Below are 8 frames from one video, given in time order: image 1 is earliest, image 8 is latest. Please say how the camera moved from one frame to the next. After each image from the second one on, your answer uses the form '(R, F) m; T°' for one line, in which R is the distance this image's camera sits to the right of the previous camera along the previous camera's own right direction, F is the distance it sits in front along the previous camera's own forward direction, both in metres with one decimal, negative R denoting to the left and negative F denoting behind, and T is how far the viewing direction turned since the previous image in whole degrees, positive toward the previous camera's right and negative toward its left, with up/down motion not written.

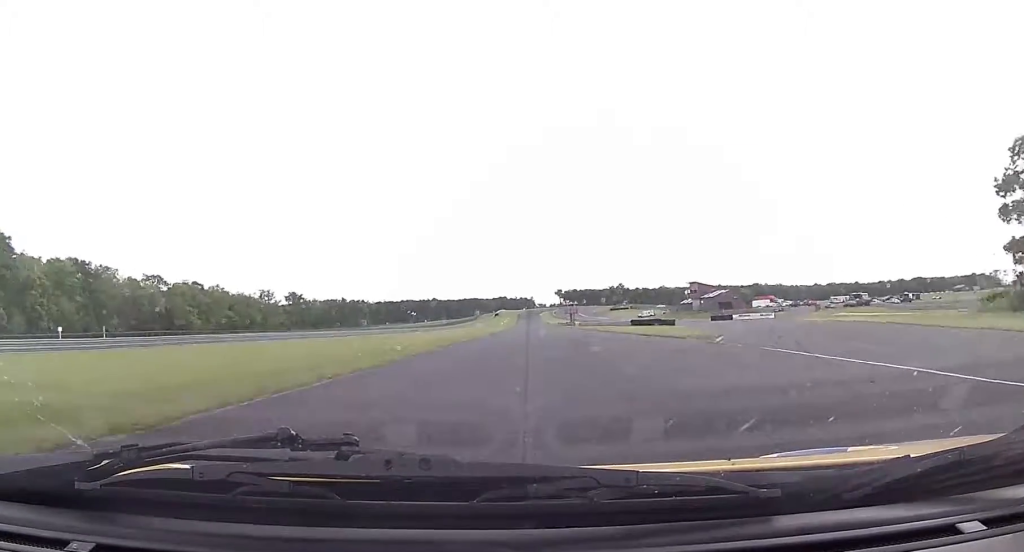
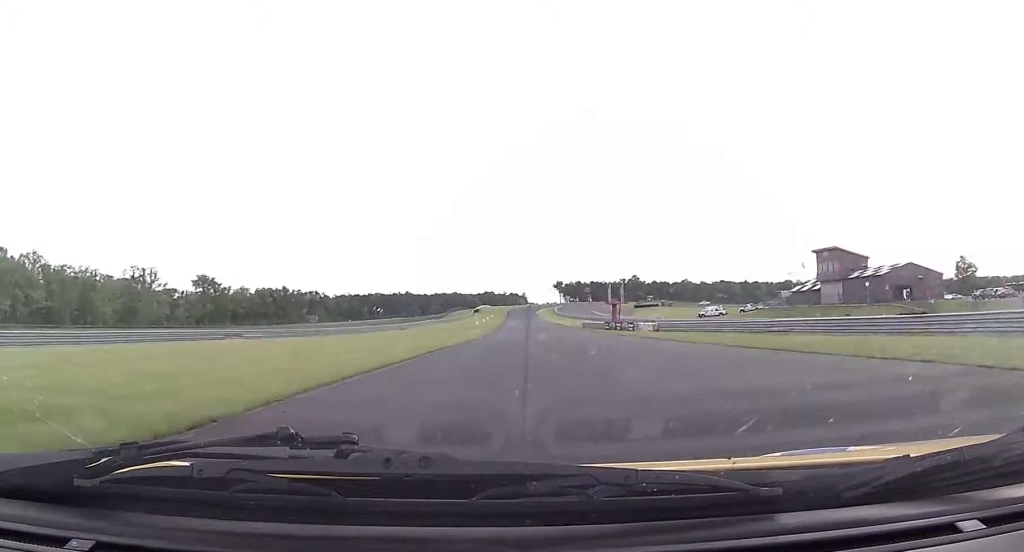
(+1.2, +104.7) m; +1°
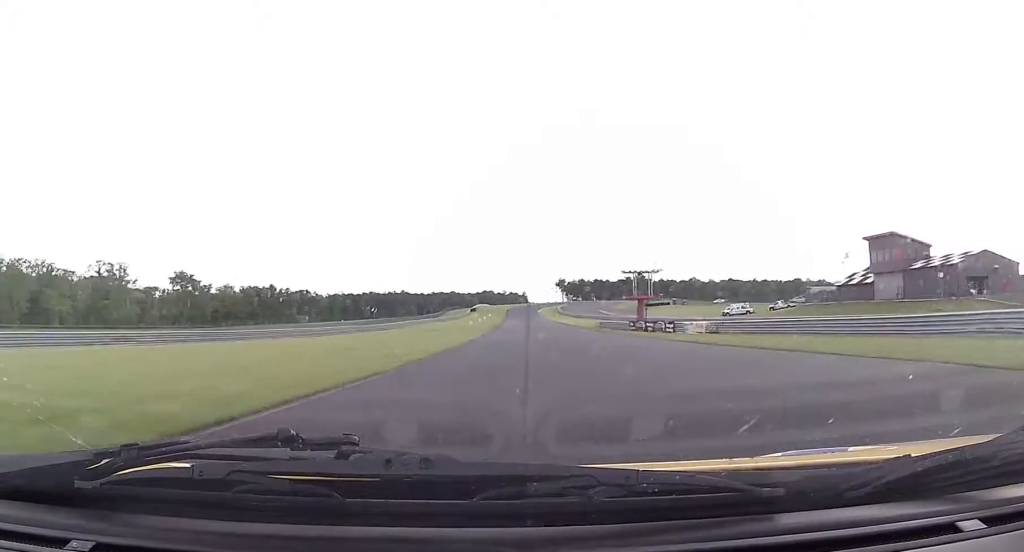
(-0.3, +20.2) m; 0°
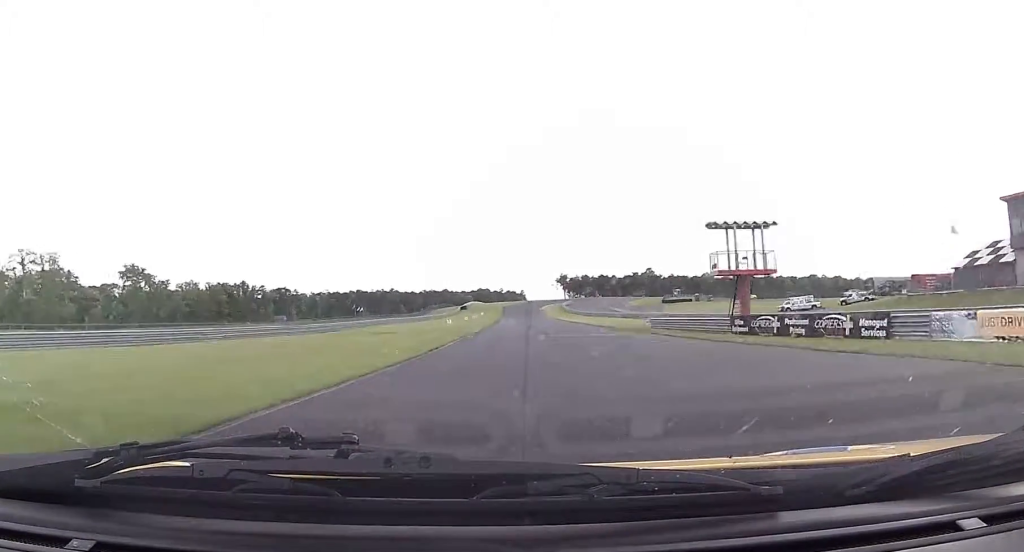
(+0.1, +35.1) m; 0°
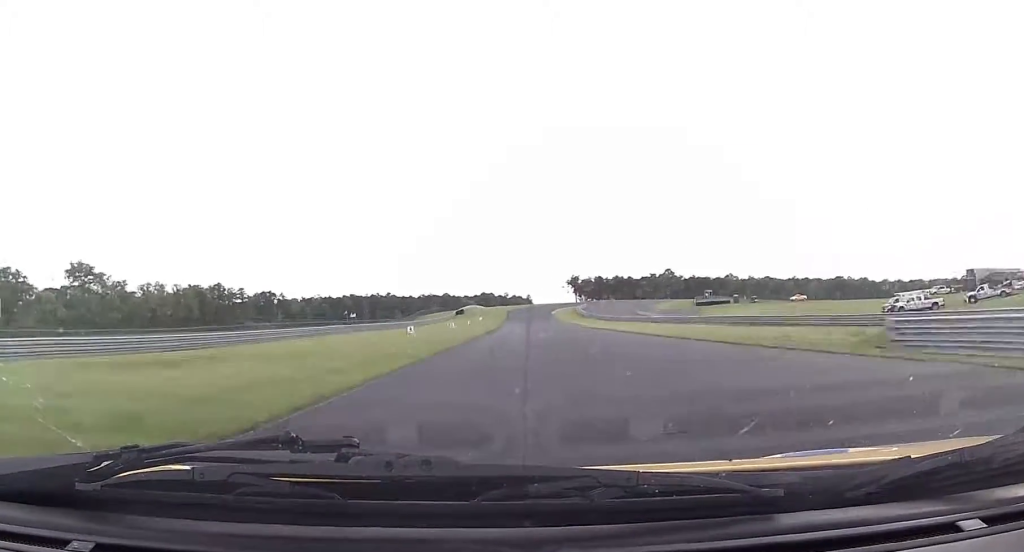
(+0.6, +34.7) m; 0°
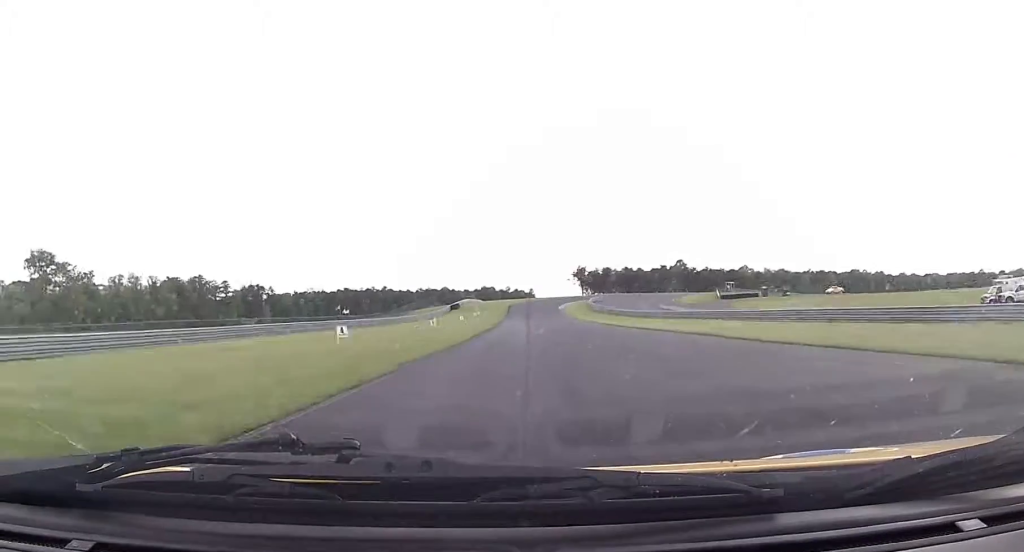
(-0.5, +20.3) m; 0°
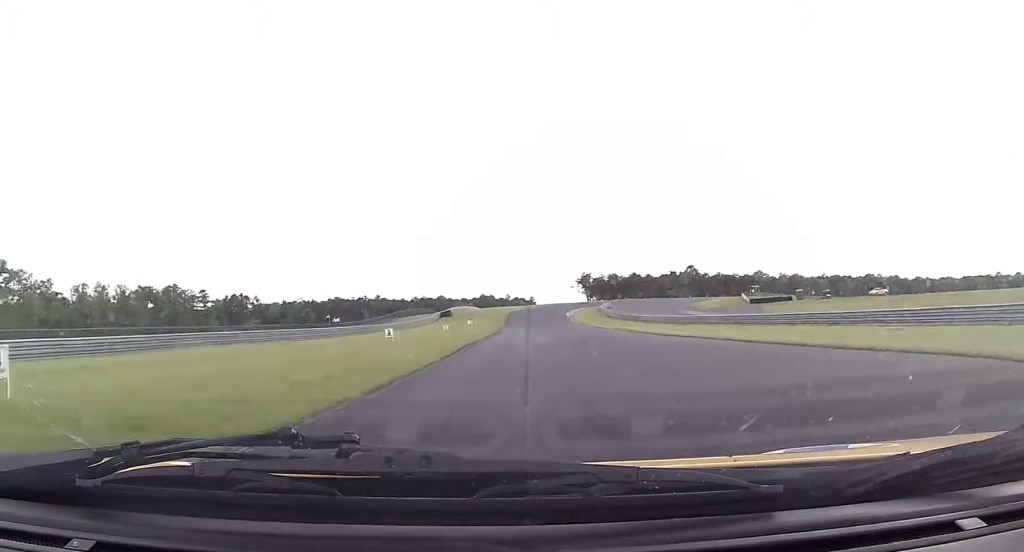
(-0.4, +21.9) m; 0°
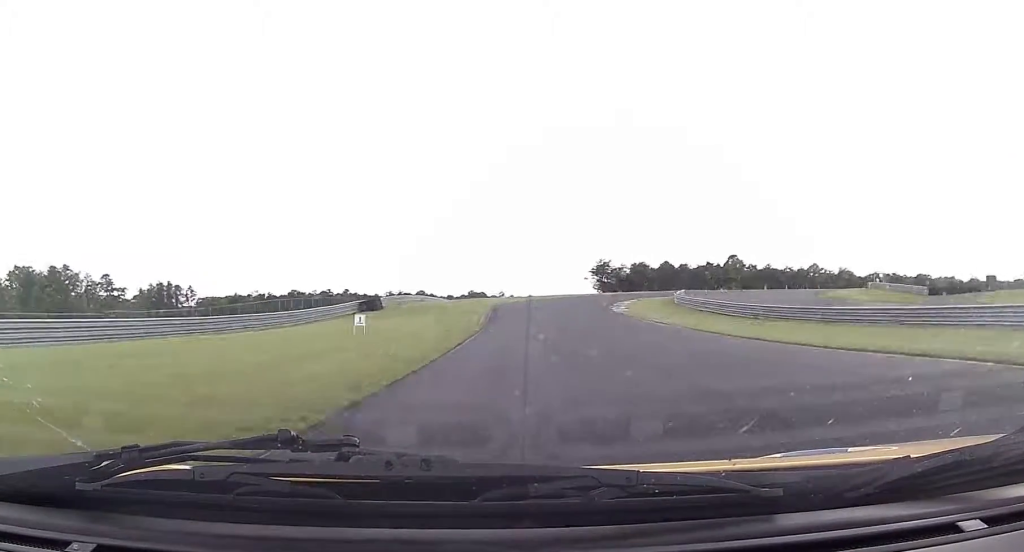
(+0.7, +66.9) m; +2°
